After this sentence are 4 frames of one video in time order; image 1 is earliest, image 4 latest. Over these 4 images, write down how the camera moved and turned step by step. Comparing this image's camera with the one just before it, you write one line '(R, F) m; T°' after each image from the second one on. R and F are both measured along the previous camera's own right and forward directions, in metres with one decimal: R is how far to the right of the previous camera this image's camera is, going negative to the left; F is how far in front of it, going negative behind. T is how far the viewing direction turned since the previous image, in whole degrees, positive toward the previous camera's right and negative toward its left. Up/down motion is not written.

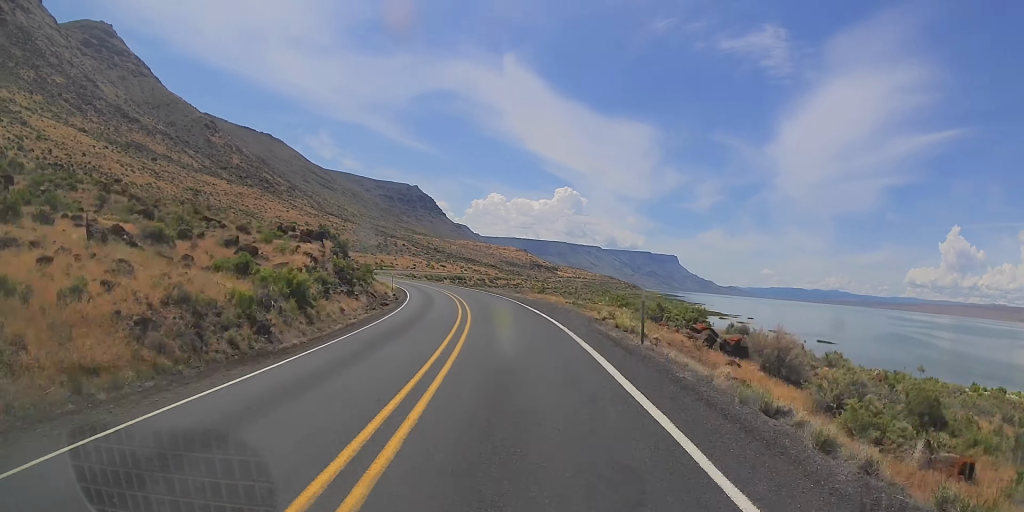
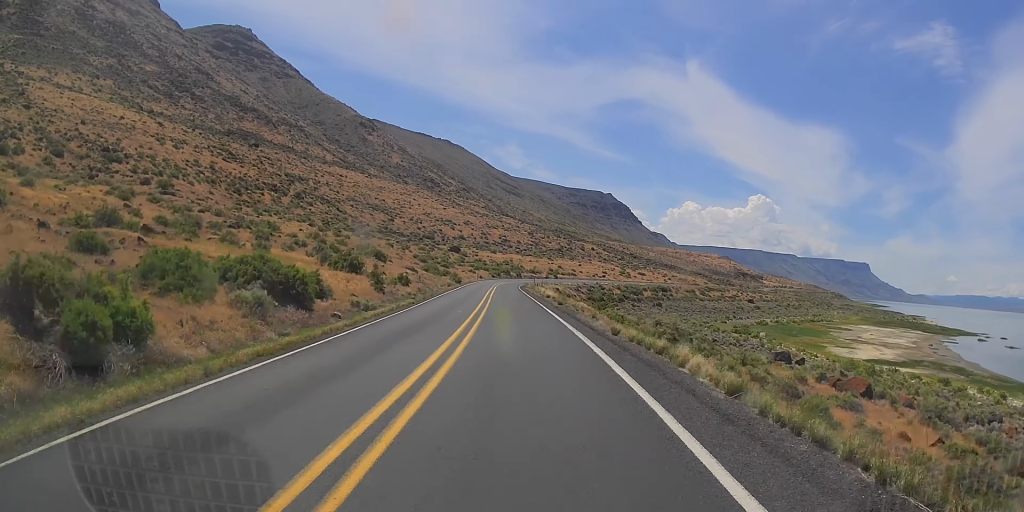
(-5.1, +75.4) m; -7°
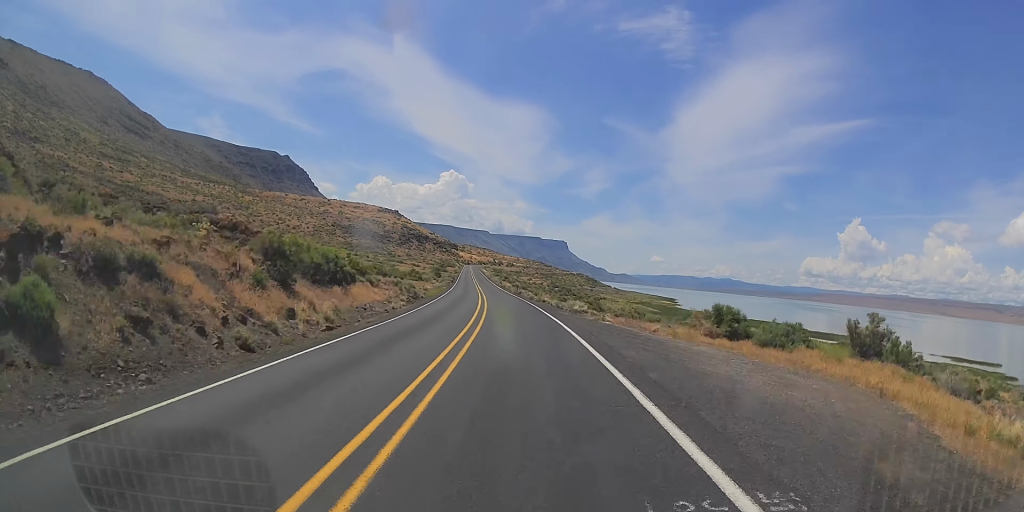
(+100.6, +423.5) m; +22°
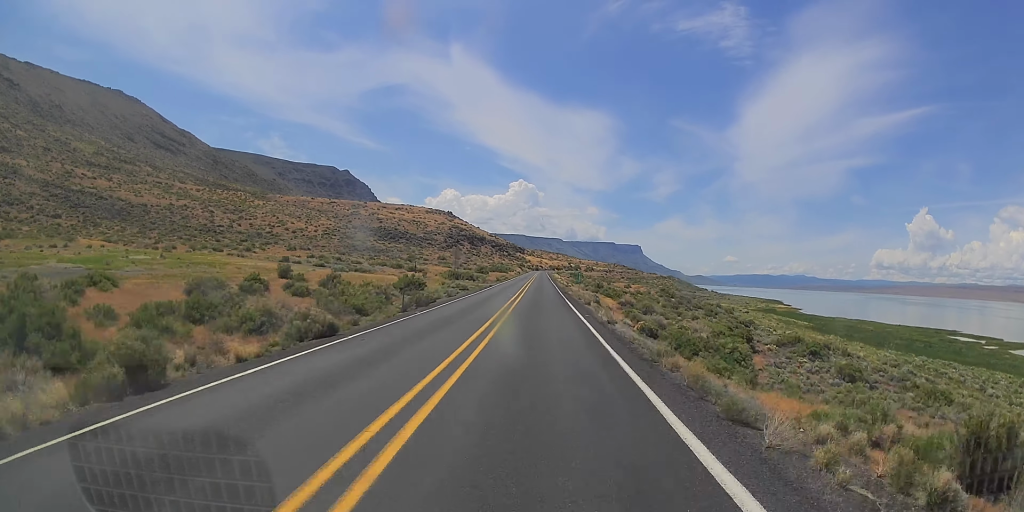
(-5.3, +91.2) m; -5°
